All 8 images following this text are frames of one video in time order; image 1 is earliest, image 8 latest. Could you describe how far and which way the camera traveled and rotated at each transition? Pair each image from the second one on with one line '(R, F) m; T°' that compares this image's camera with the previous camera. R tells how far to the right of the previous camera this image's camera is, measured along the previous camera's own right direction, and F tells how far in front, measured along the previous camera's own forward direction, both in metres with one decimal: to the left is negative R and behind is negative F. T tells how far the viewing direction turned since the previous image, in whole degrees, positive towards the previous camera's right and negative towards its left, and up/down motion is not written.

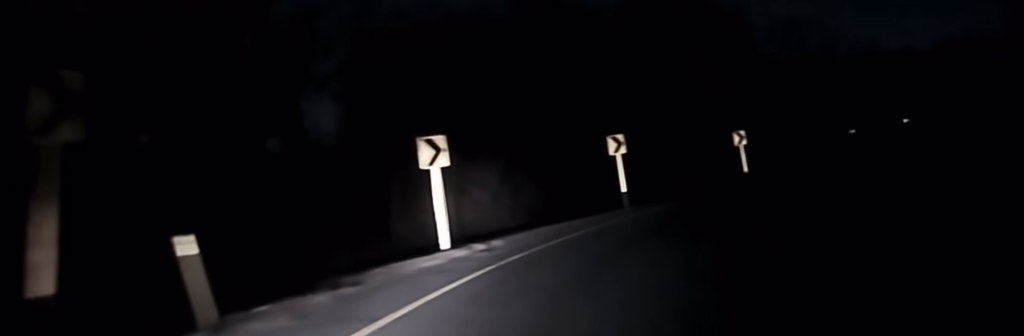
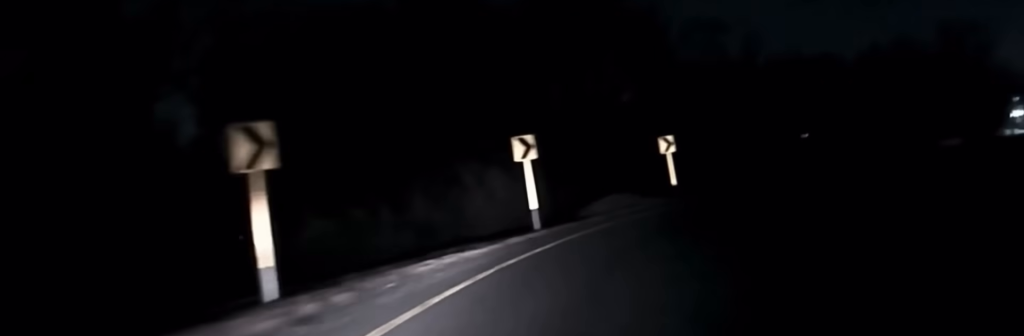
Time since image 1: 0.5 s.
(+0.3, +6.4) m; +7°
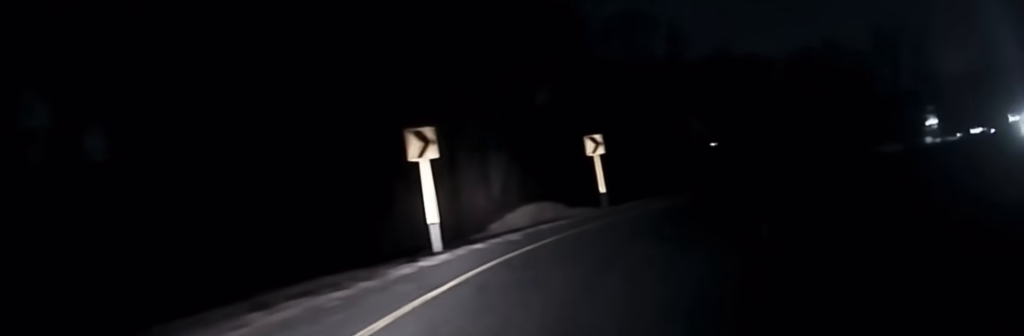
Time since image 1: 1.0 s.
(+0.2, +5.6) m; +6°
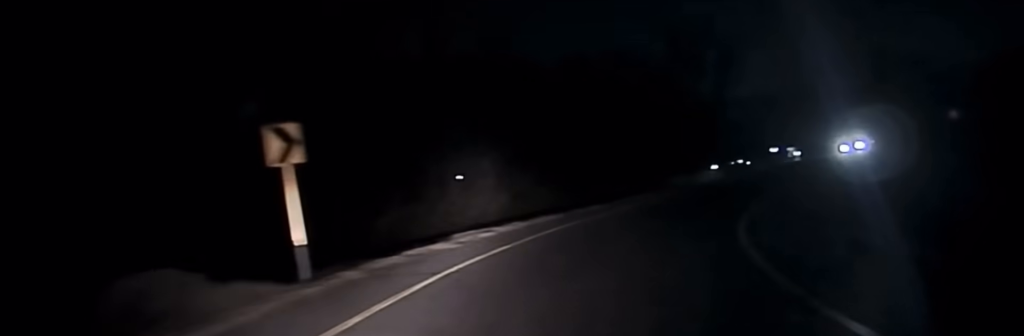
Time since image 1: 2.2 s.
(+2.7, +17.3) m; +16°
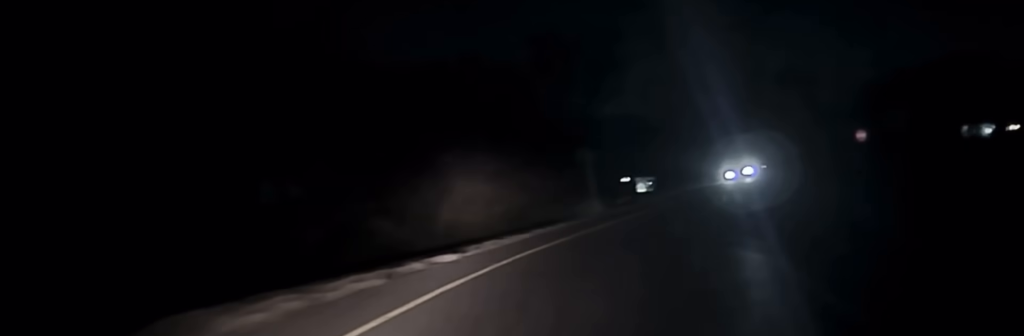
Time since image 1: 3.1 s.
(+1.2, +13.6) m; +12°
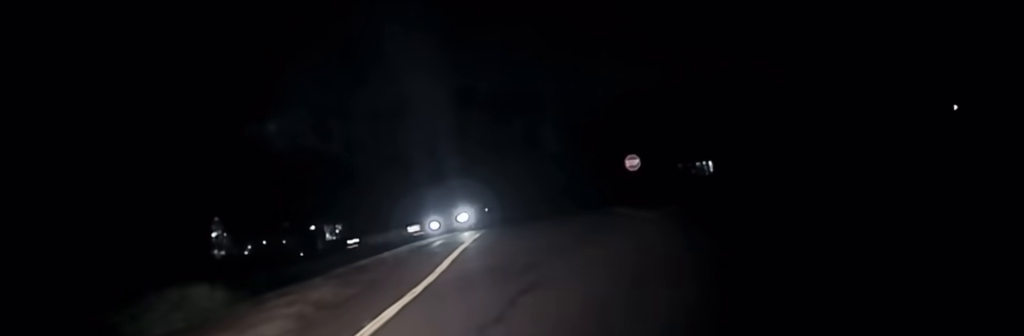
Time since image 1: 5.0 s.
(+5.8, +29.0) m; +19°
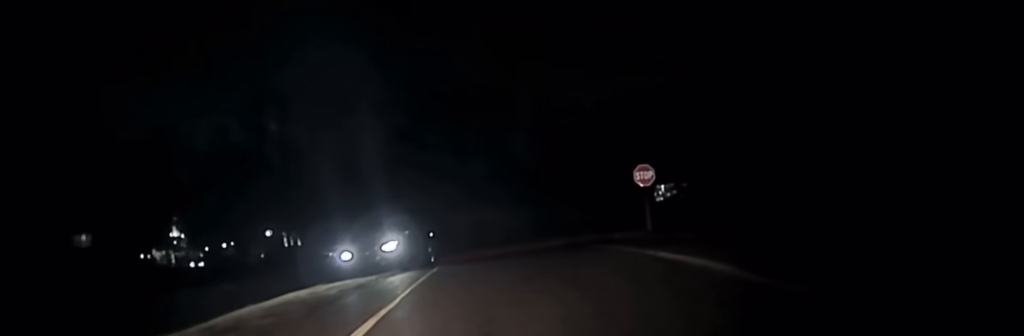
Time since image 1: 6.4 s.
(+1.0, +18.5) m; +5°
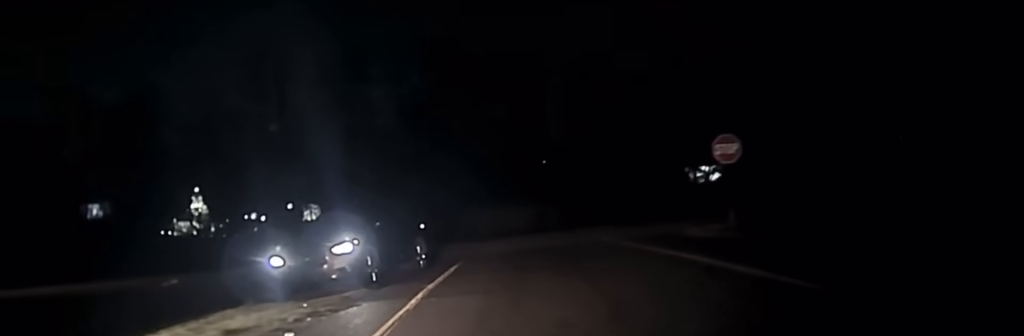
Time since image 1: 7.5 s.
(+0.2, +12.3) m; +2°
